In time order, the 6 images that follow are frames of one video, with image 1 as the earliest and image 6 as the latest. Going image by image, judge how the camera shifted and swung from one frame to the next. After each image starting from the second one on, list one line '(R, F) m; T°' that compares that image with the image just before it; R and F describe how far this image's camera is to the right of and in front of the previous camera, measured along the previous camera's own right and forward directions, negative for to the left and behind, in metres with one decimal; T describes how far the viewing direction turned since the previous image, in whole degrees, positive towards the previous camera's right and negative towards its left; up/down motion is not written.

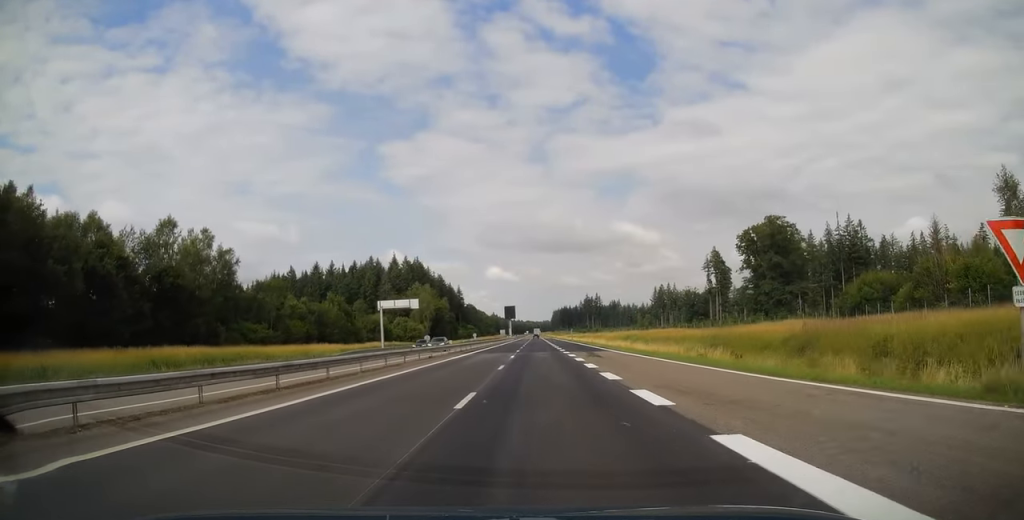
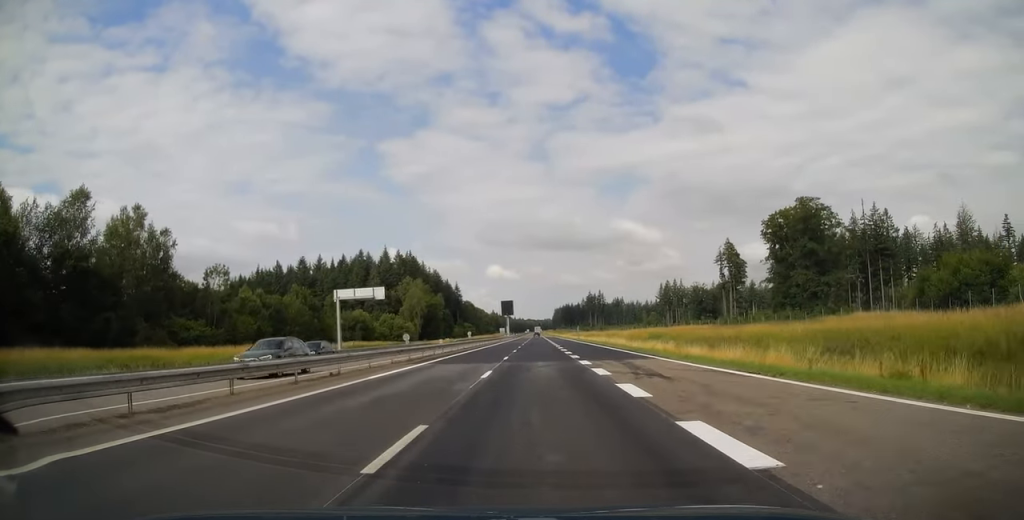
(0.0, +18.1) m; 0°
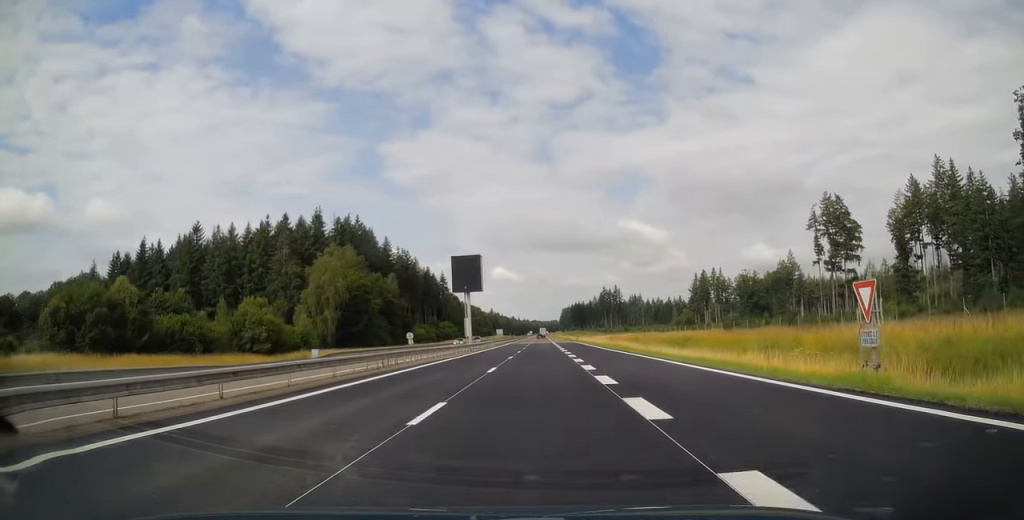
(+0.3, +87.0) m; 0°
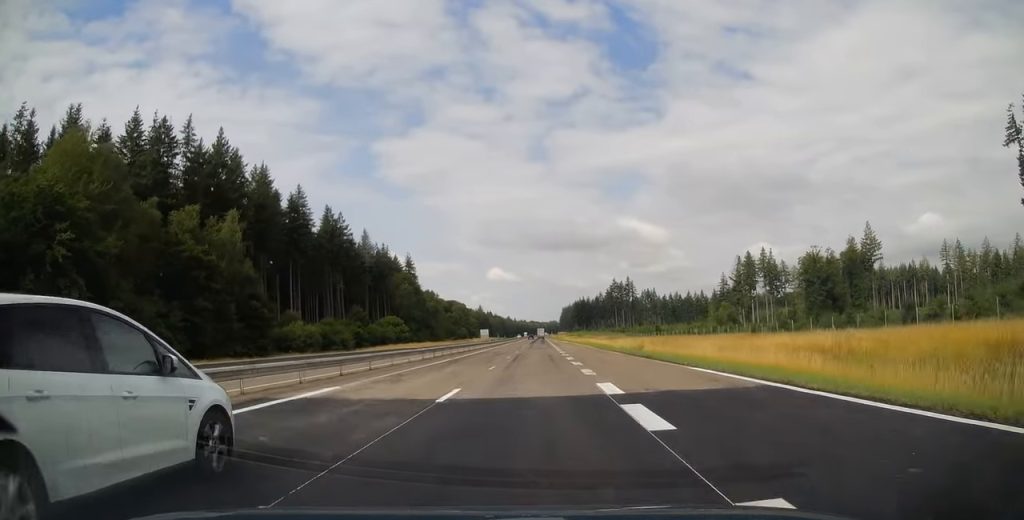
(-0.1, +85.9) m; 0°
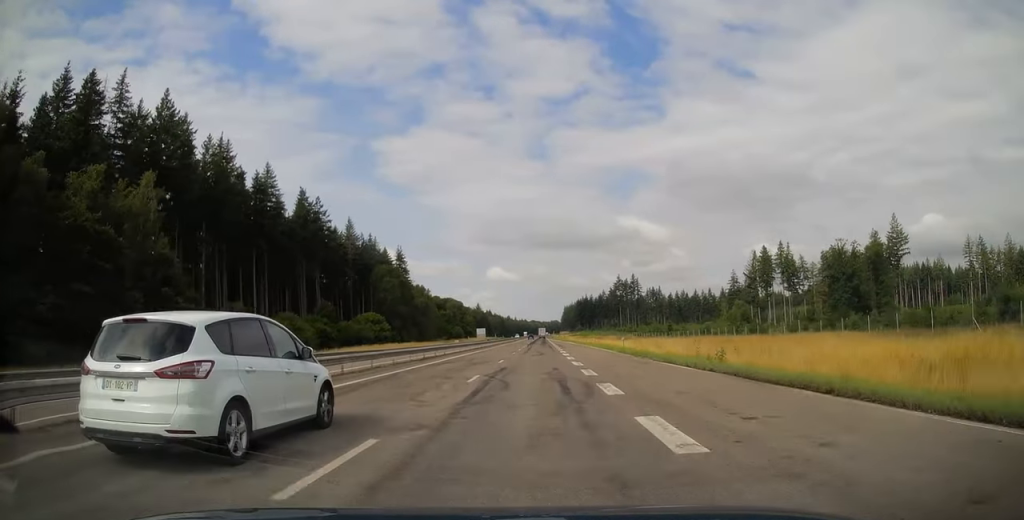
(-0.1, +19.7) m; 0°
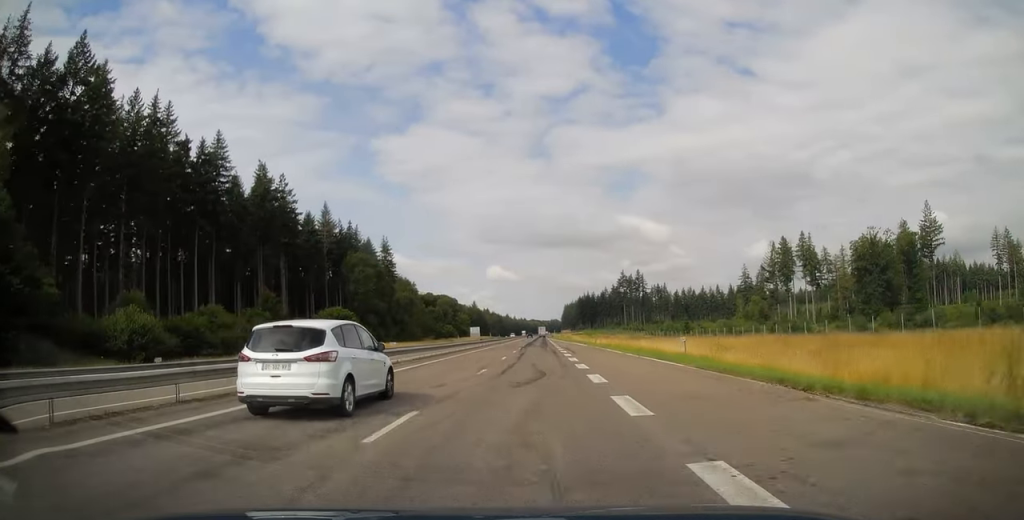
(-0.1, +22.9) m; 0°
